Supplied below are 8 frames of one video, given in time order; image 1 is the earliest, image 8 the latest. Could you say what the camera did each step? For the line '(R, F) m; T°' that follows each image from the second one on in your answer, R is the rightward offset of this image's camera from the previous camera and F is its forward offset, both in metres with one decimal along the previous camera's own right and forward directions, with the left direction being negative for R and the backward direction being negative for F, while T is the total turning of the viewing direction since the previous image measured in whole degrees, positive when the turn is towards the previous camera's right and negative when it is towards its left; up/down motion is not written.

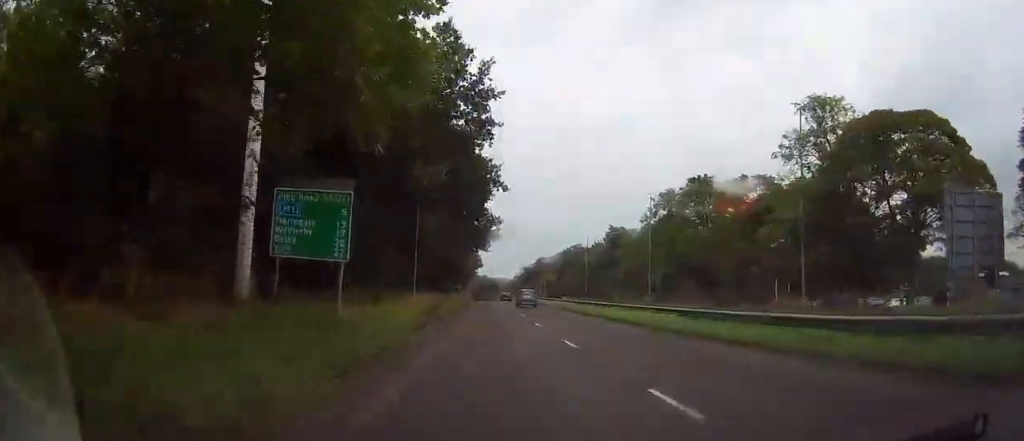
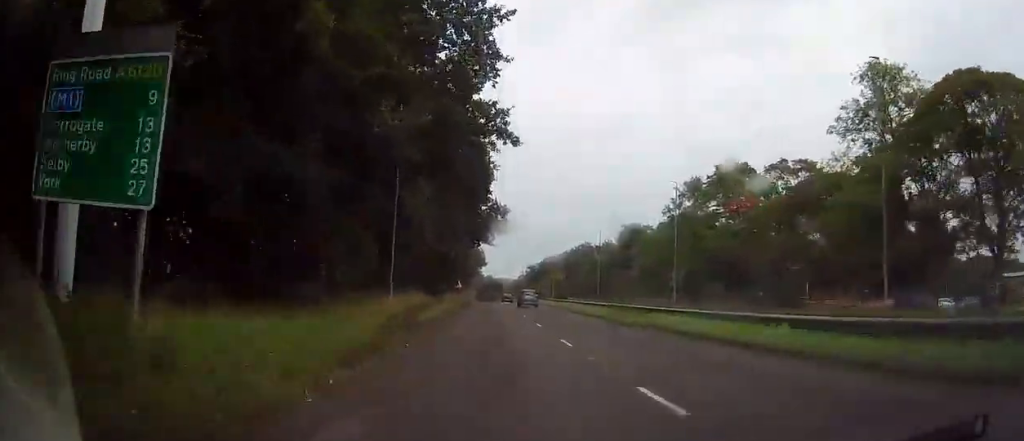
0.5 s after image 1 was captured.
(+0.1, +8.5) m; 0°
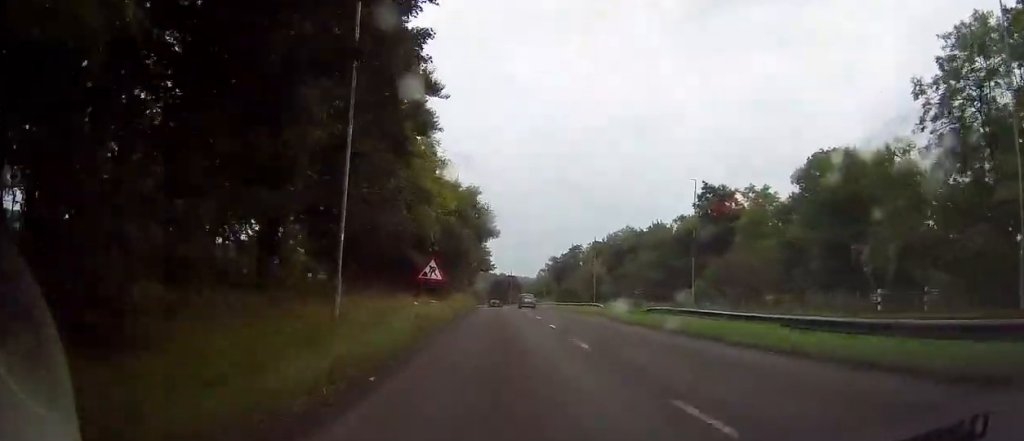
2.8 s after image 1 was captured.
(-1.7, +46.6) m; -4°
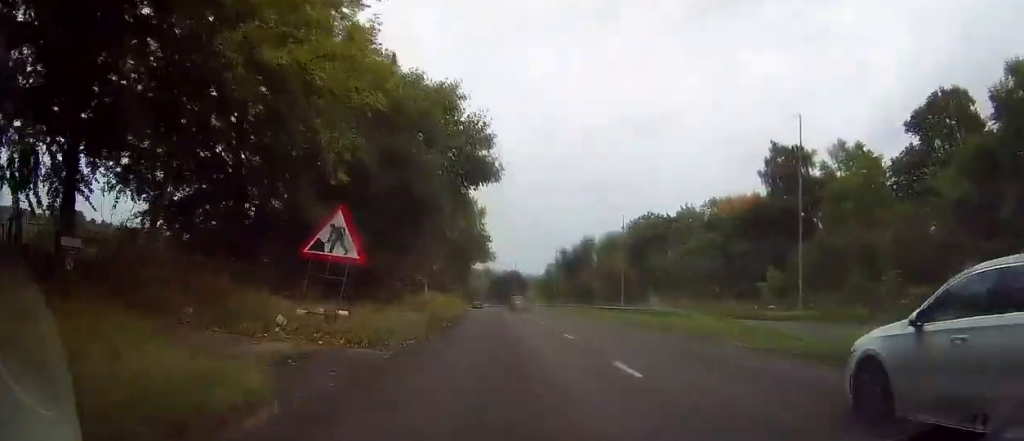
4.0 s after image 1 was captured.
(-0.2, +23.4) m; 0°
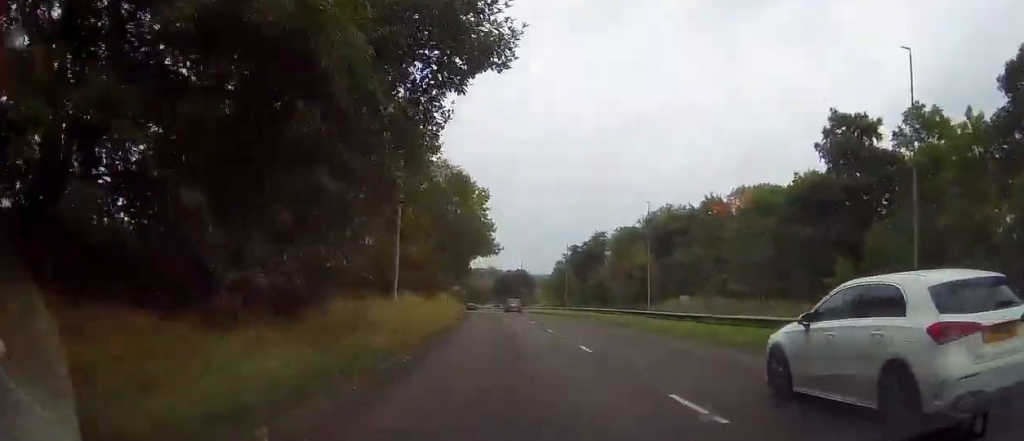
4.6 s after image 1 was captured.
(-0.2, +12.5) m; 0°
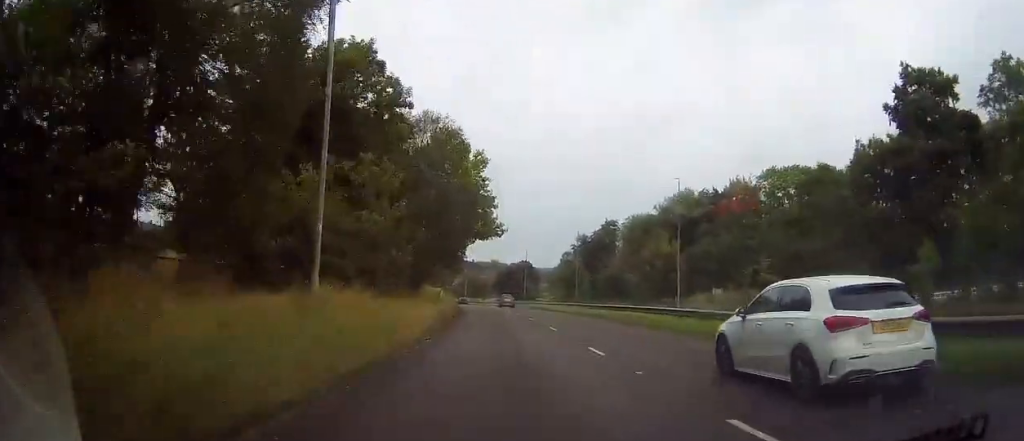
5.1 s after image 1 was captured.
(+0.3, +11.1) m; 0°
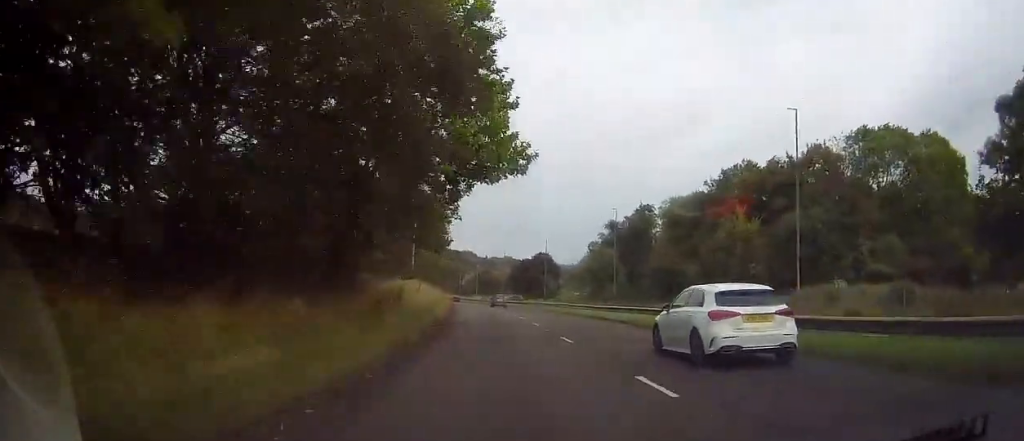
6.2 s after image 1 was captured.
(-0.1, +23.1) m; -1°
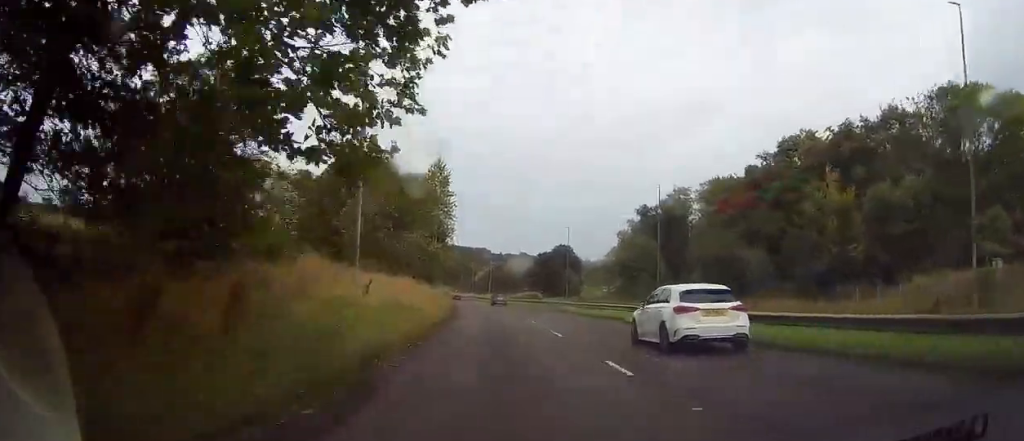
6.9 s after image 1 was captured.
(-0.1, +15.7) m; -1°
